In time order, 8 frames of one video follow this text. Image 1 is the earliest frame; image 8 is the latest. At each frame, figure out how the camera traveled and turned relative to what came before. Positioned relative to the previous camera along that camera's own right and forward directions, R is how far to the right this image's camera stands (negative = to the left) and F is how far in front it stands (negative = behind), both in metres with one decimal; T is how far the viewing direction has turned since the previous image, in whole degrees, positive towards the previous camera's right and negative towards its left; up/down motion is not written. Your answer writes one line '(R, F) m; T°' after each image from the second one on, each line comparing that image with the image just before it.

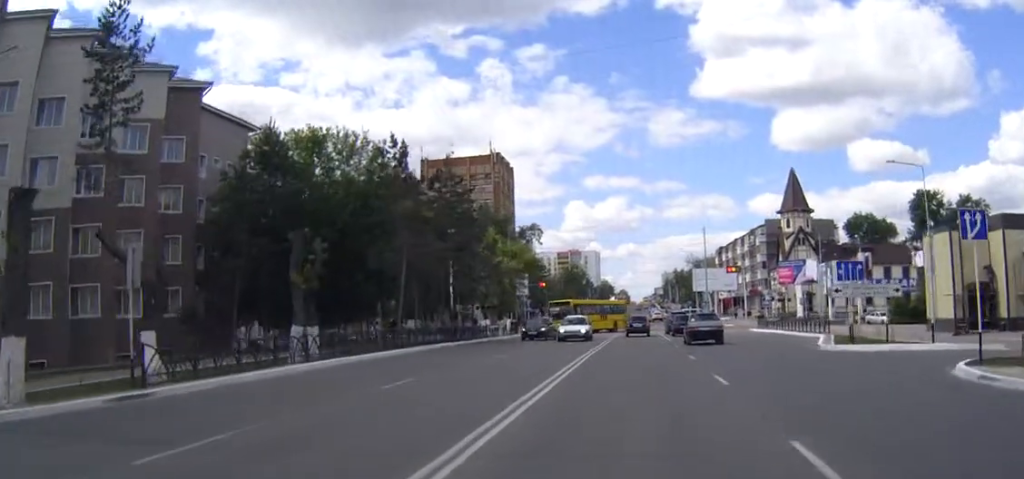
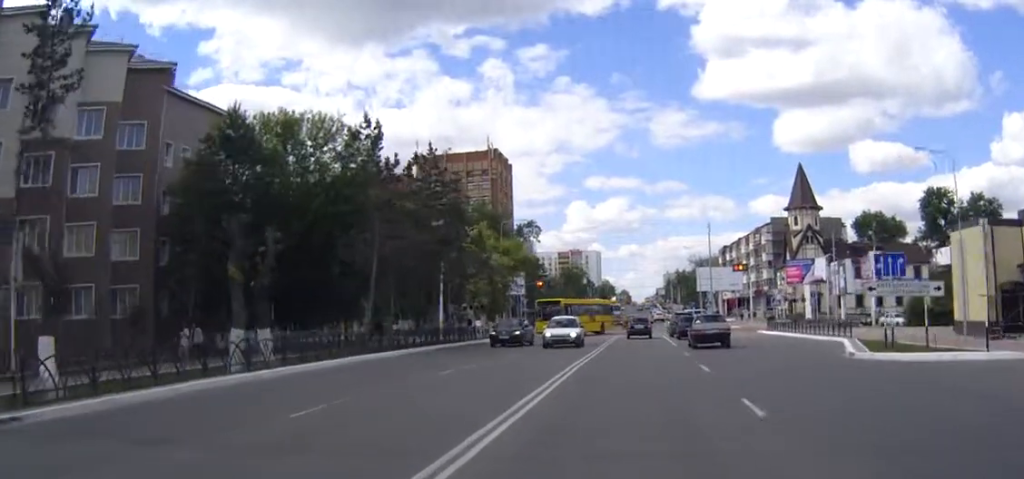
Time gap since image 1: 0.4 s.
(0.0, +4.5) m; 0°
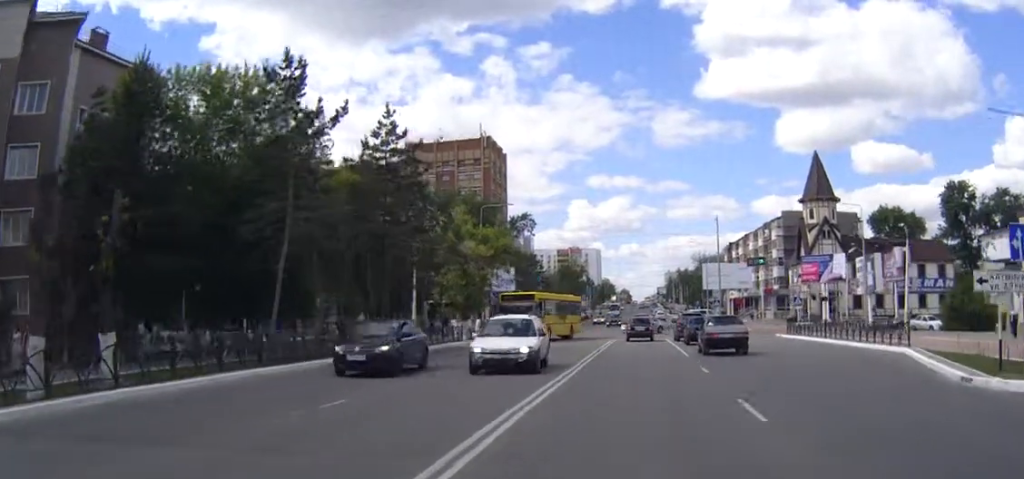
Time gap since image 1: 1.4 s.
(0.0, +9.3) m; 0°
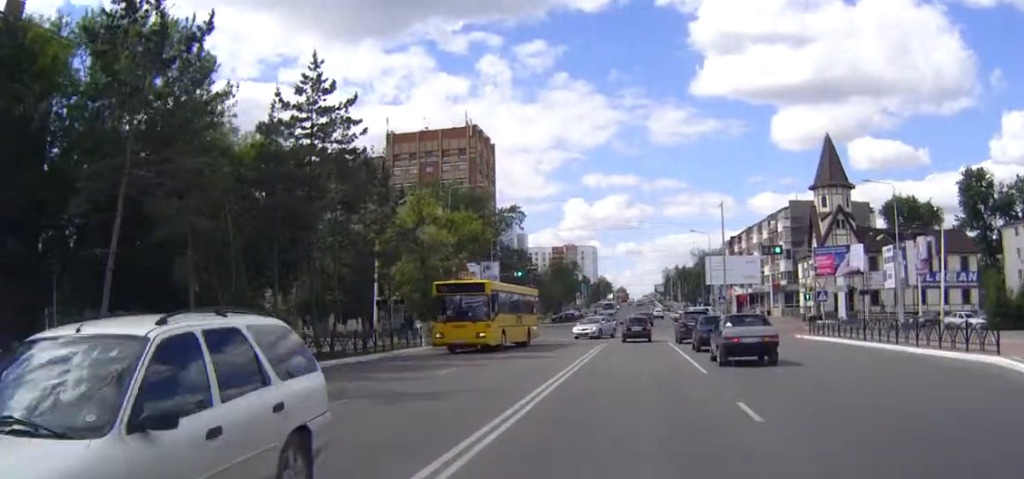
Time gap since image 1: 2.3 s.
(0.0, +9.0) m; 0°
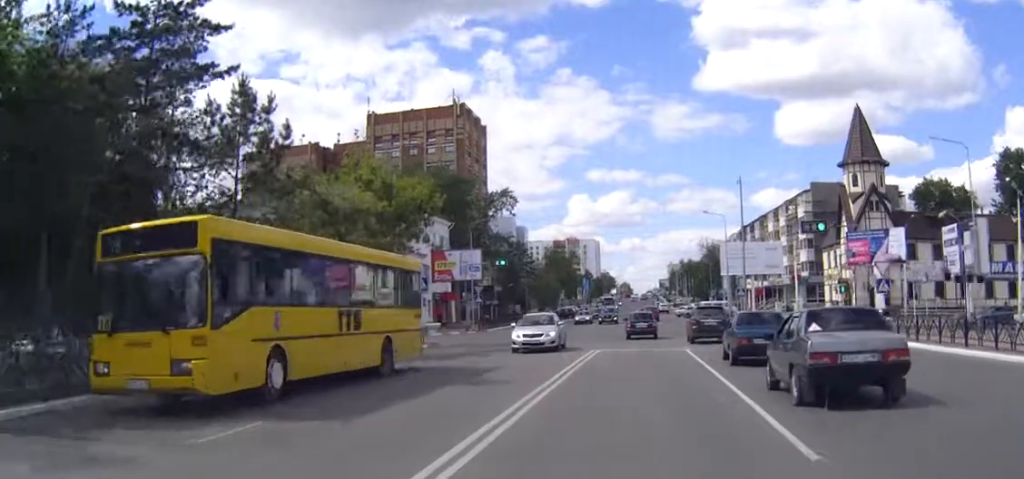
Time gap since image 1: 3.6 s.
(0.0, +12.5) m; 0°
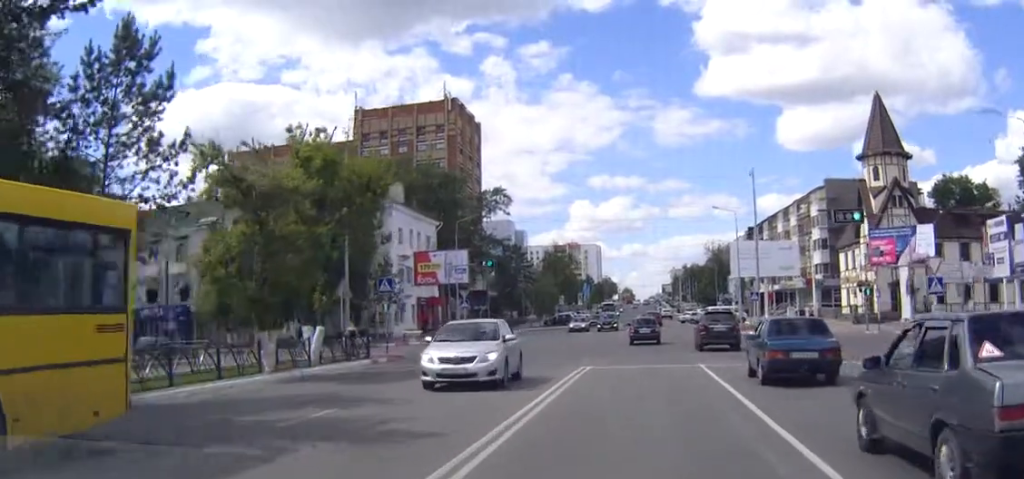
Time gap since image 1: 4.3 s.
(0.0, +7.3) m; 0°
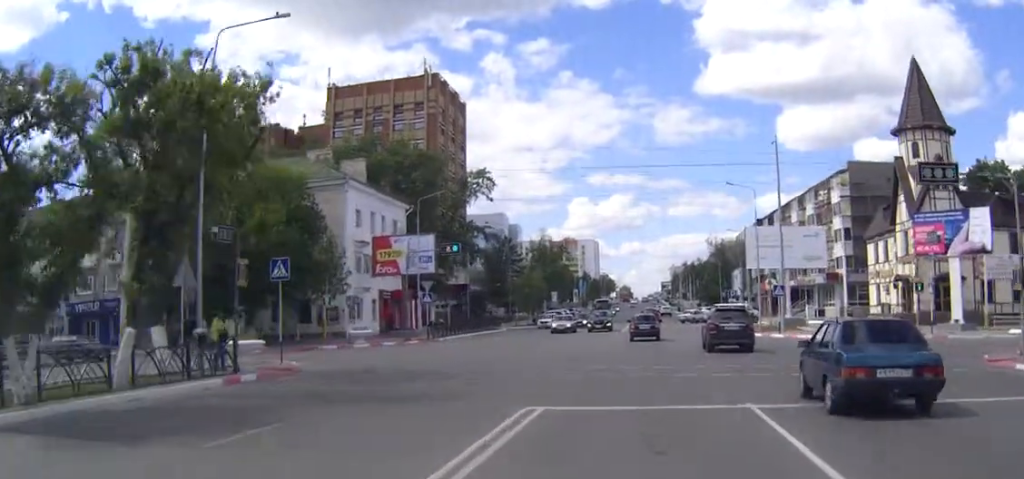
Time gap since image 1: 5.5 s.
(0.0, +11.9) m; 0°
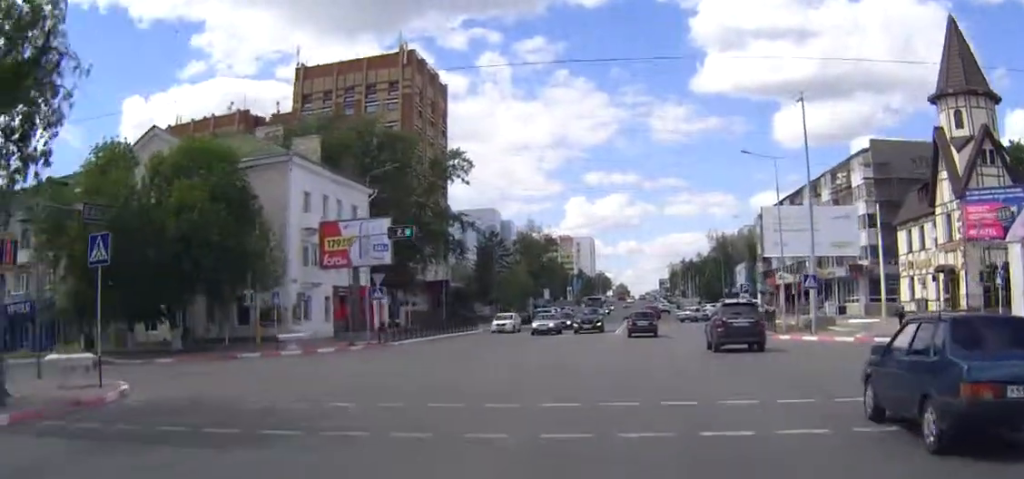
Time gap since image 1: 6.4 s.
(0.0, +10.4) m; 0°
